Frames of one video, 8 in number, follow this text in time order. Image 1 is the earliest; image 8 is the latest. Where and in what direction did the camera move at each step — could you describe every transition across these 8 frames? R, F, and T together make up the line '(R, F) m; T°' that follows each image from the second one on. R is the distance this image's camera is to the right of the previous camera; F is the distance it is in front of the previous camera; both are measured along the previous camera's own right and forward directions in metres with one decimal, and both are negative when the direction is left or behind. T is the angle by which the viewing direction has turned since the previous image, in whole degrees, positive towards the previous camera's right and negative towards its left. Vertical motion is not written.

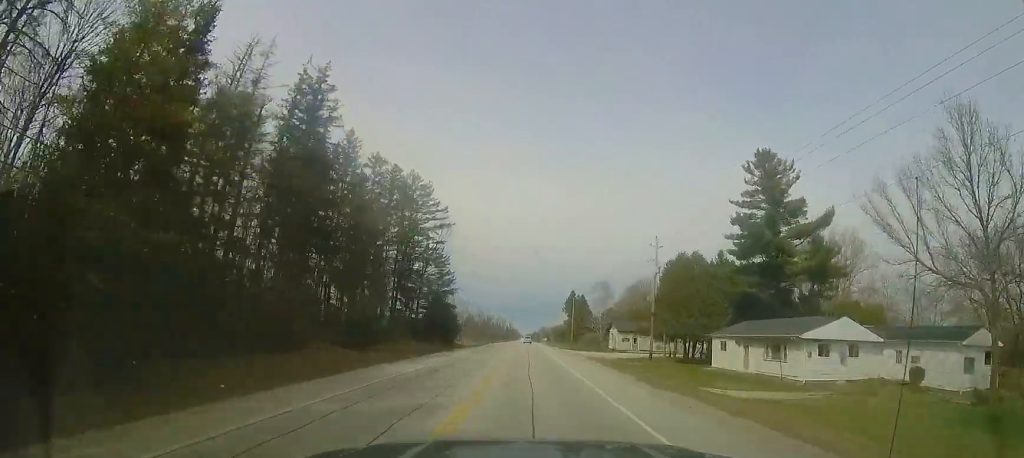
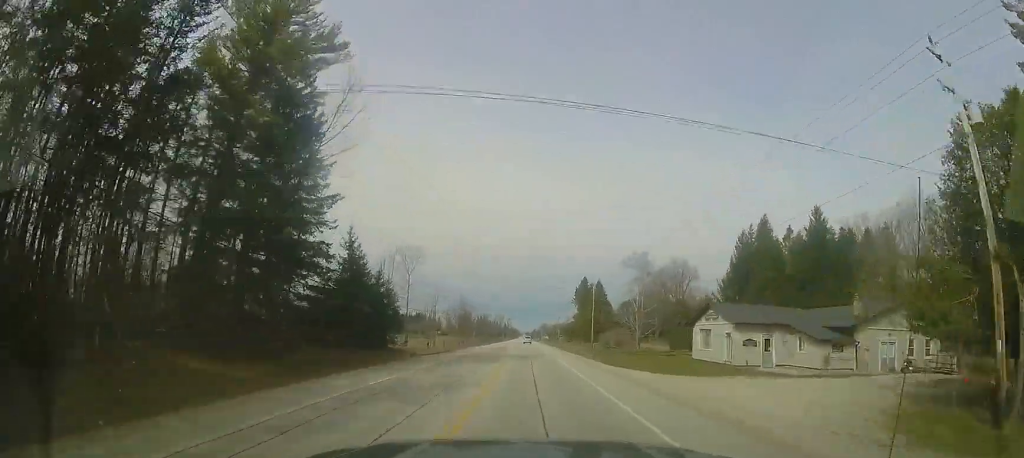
(-0.3, +31.4) m; 0°
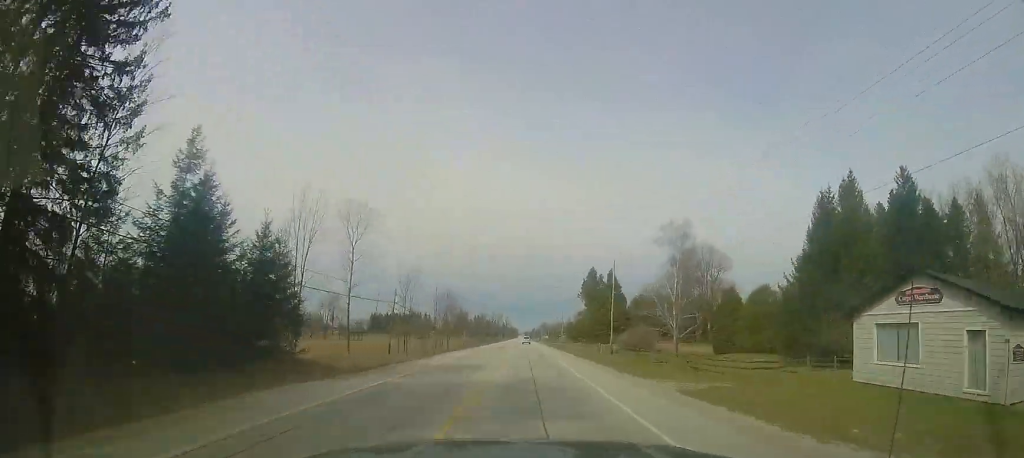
(+0.2, +16.6) m; 0°
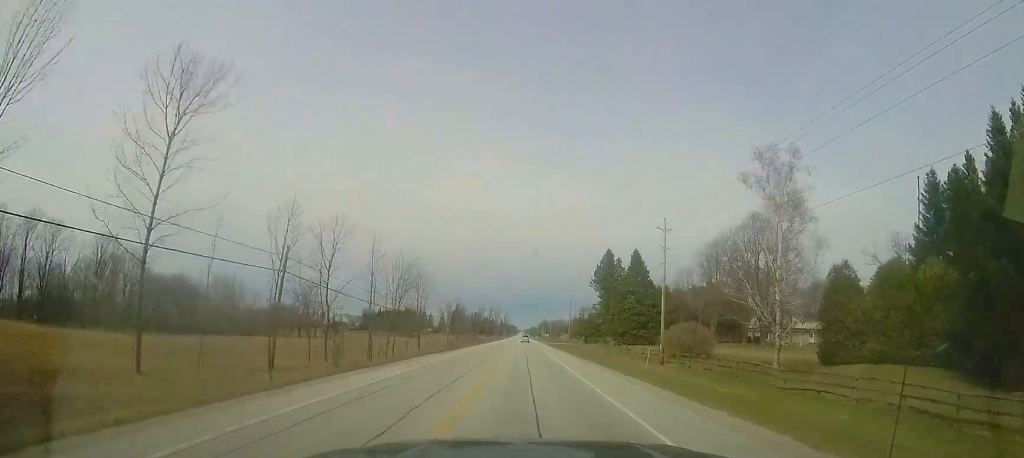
(-0.1, +20.6) m; 0°
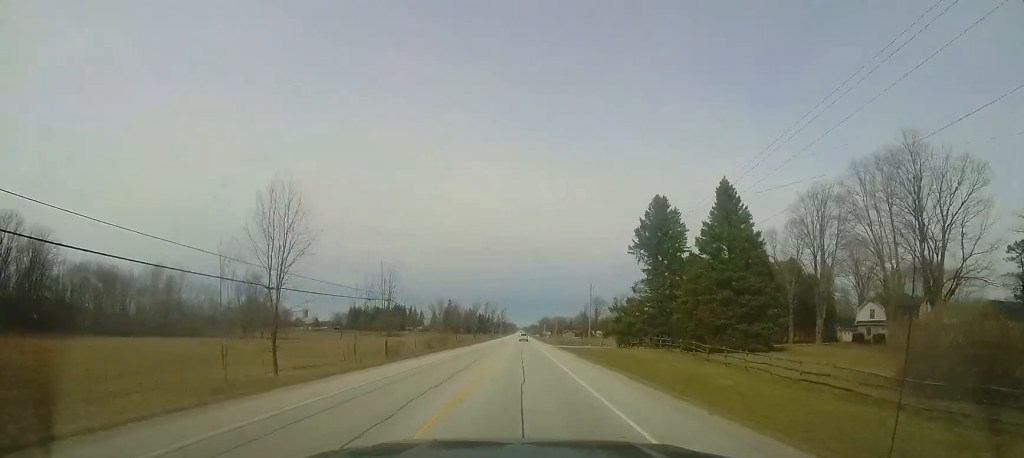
(0.0, +33.3) m; 0°
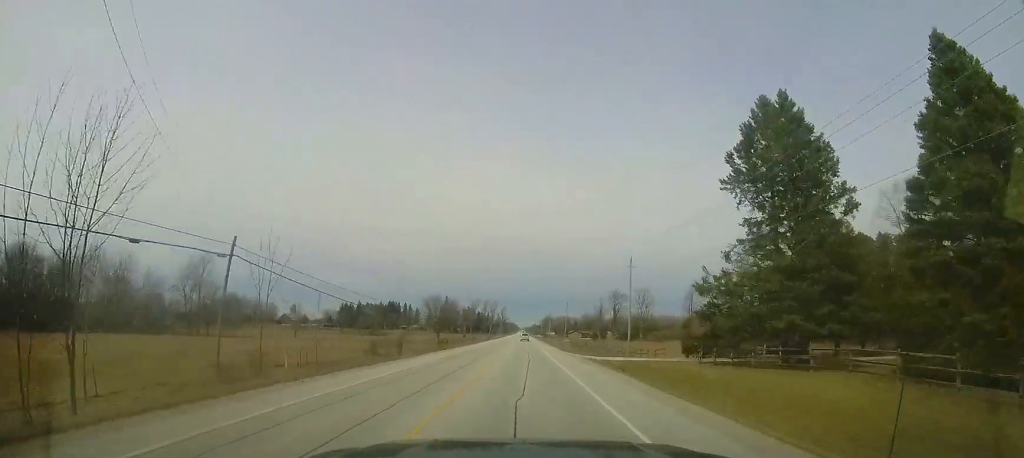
(0.0, +25.3) m; 0°
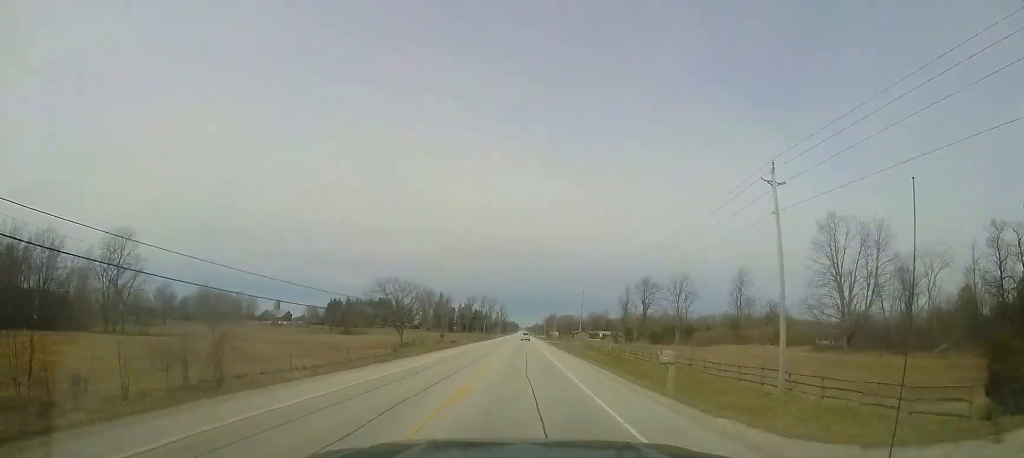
(0.0, +27.3) m; 0°
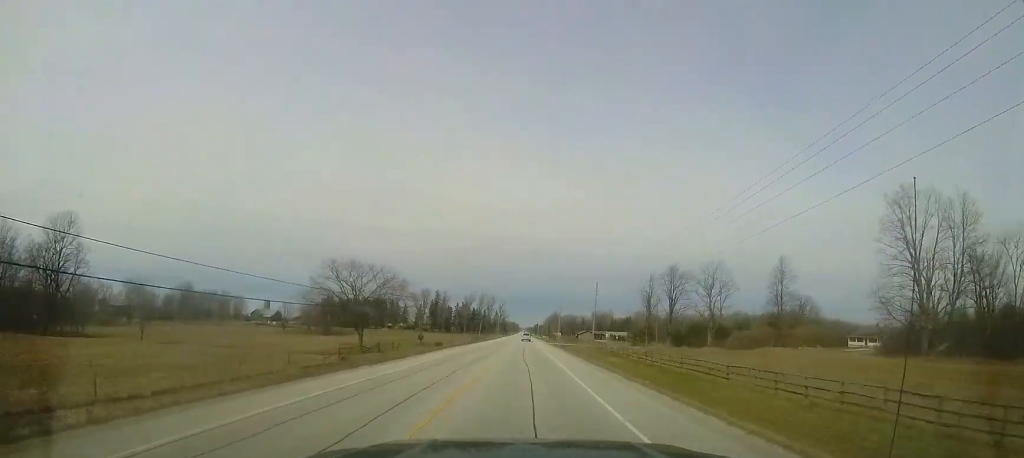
(+0.2, +15.7) m; 0°
